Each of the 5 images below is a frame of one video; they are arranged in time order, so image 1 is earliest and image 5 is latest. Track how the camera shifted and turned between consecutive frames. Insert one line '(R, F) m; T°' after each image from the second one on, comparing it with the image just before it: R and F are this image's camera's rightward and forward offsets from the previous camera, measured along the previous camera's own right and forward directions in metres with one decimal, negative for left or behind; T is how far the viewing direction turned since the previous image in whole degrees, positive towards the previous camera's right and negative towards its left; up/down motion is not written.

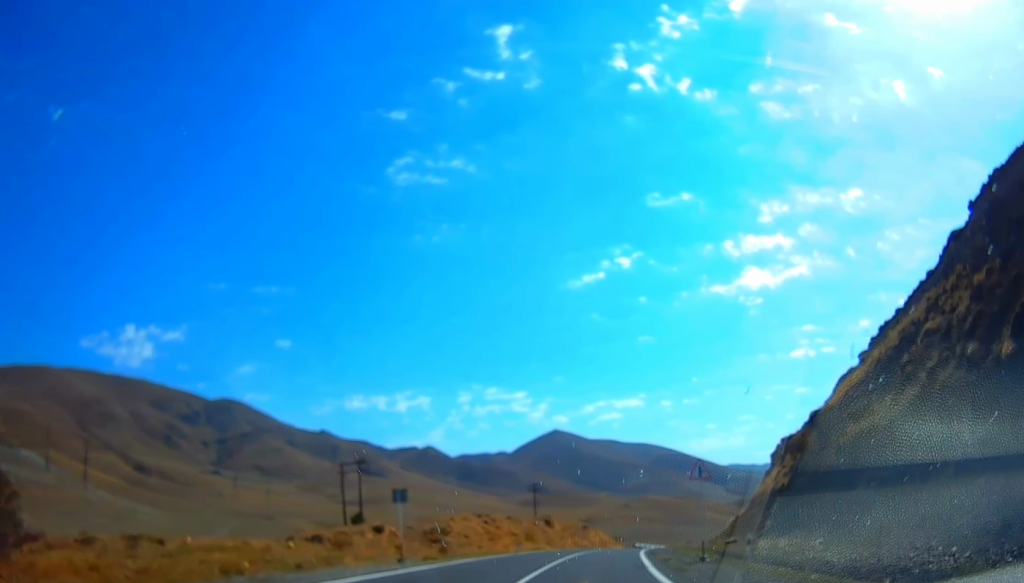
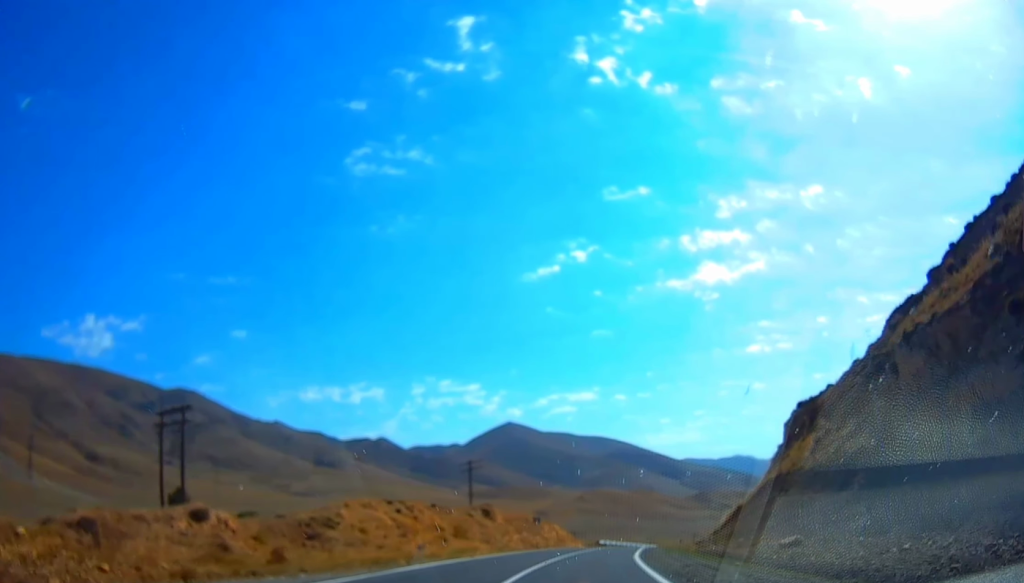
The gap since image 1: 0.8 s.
(+1.0, +20.0) m; +5°
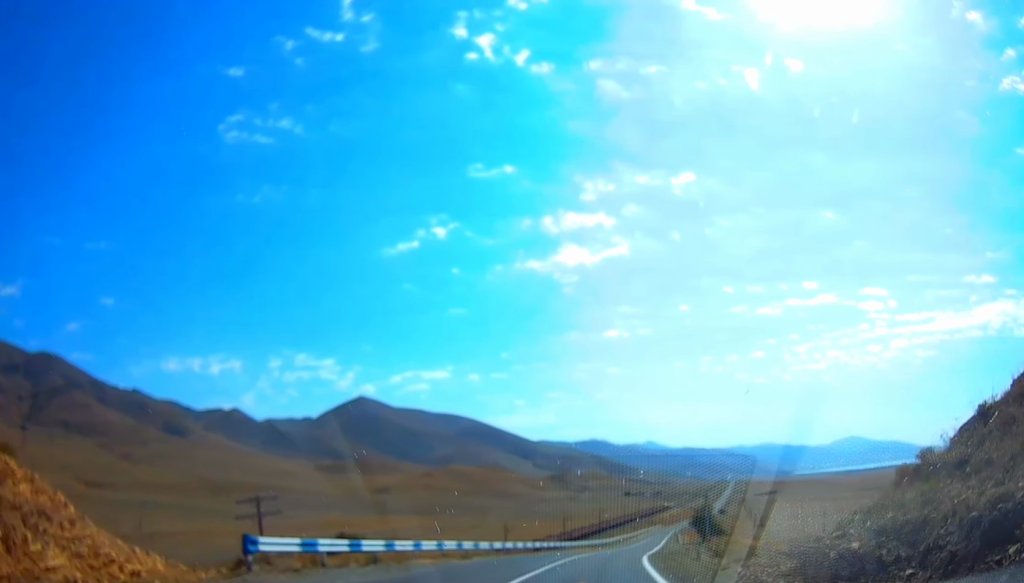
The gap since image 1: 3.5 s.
(+7.4, +68.4) m; +12°
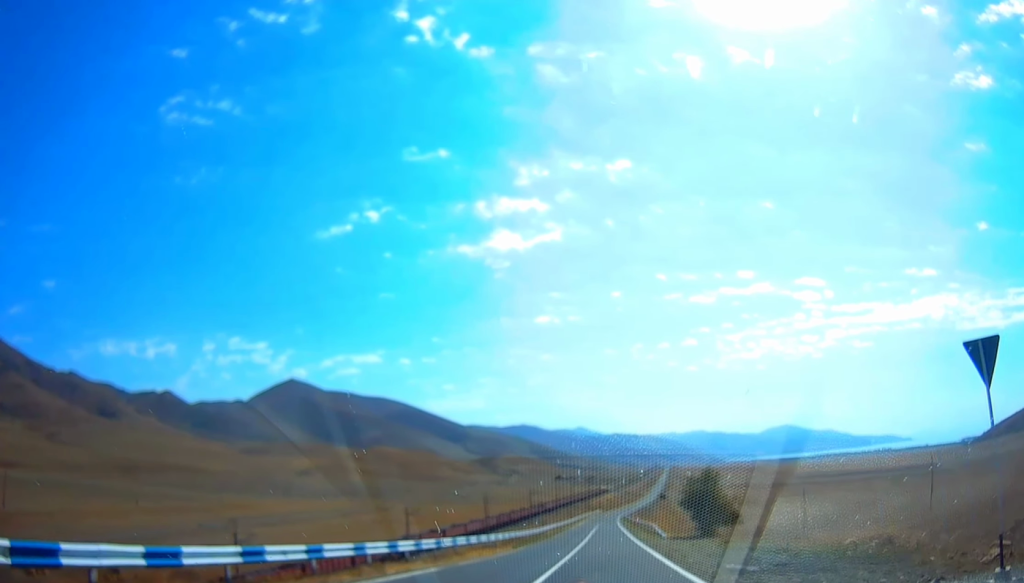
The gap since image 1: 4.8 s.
(+2.3, +33.8) m; +7°
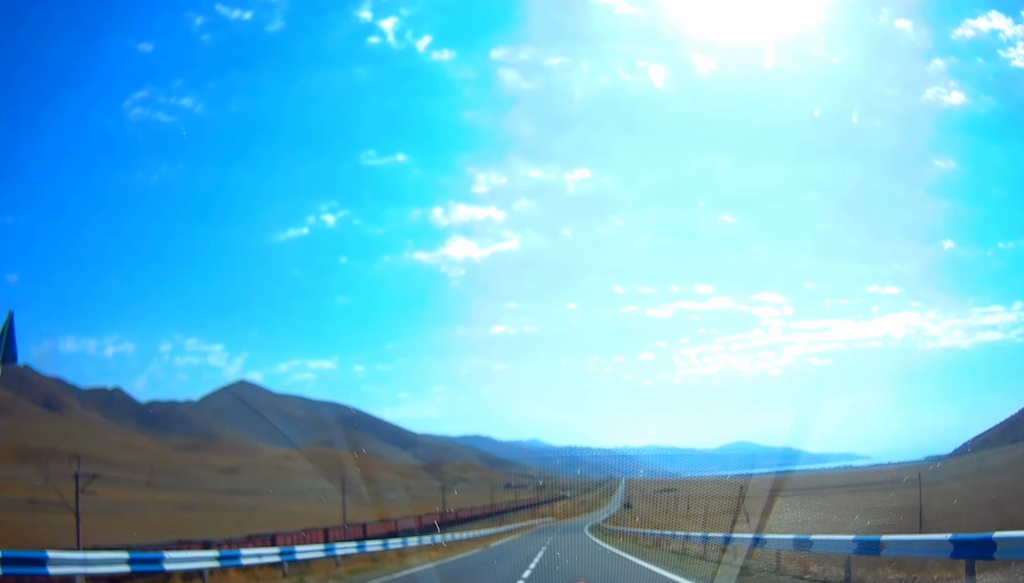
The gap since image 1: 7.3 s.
(+2.6, +71.1) m; +3°
